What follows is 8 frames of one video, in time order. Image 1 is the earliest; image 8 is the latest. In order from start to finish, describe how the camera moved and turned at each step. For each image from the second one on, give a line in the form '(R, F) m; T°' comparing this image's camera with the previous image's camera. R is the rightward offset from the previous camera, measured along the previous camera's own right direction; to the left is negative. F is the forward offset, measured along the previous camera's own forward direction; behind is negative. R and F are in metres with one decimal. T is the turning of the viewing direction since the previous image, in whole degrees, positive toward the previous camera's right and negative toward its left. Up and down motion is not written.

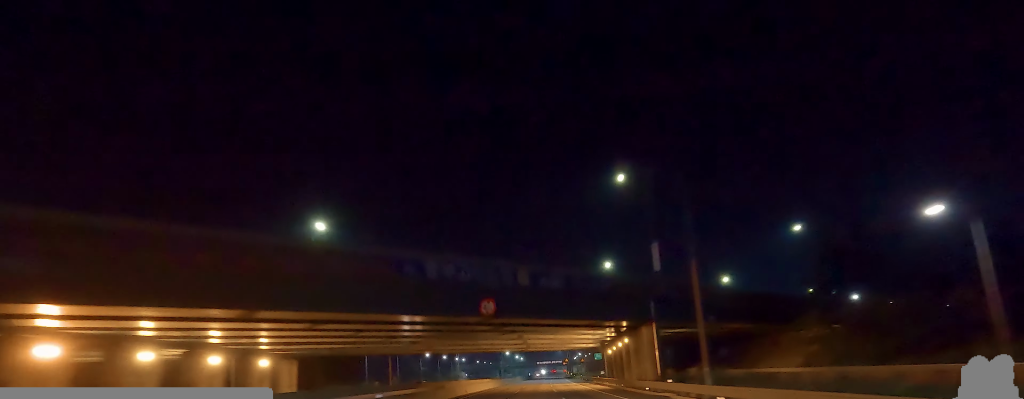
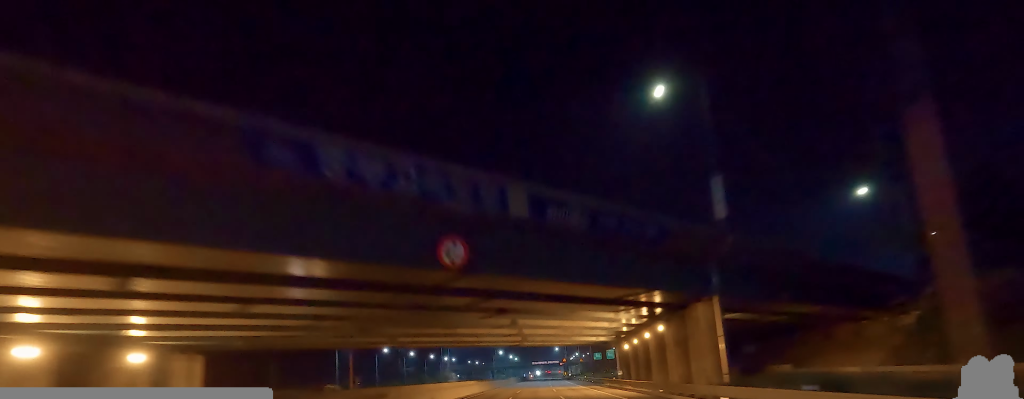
(-0.1, +16.2) m; 0°
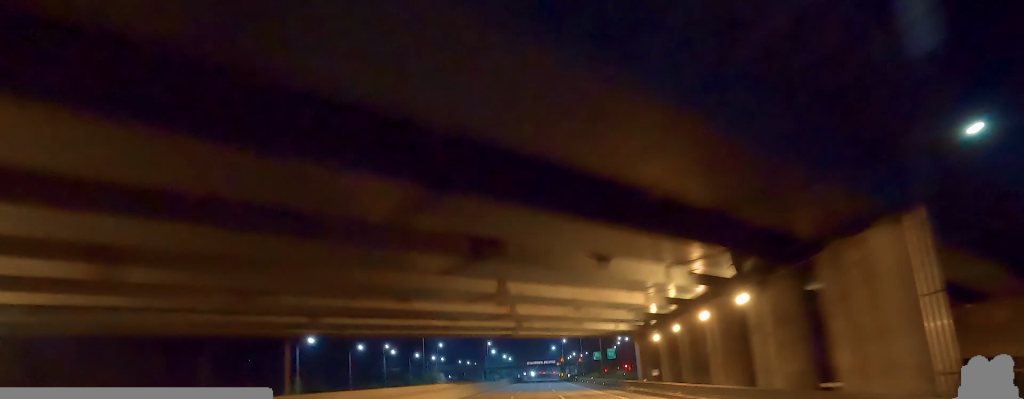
(-0.3, +16.3) m; 0°
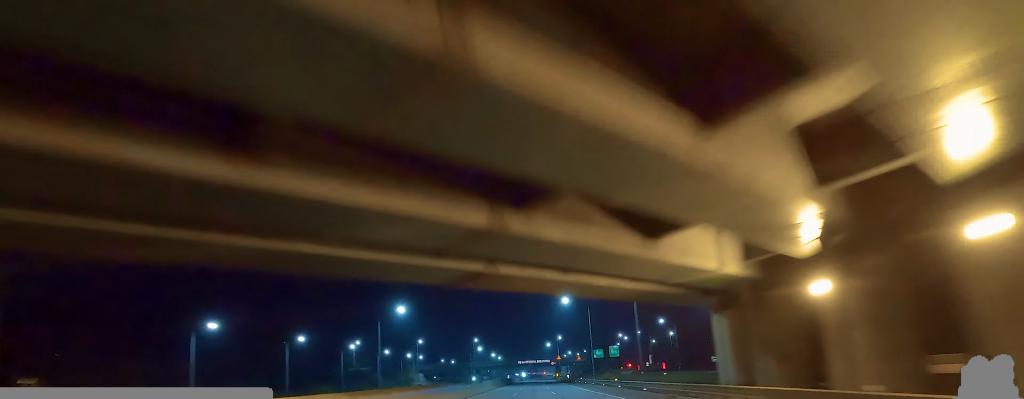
(+0.4, +27.0) m; +3°
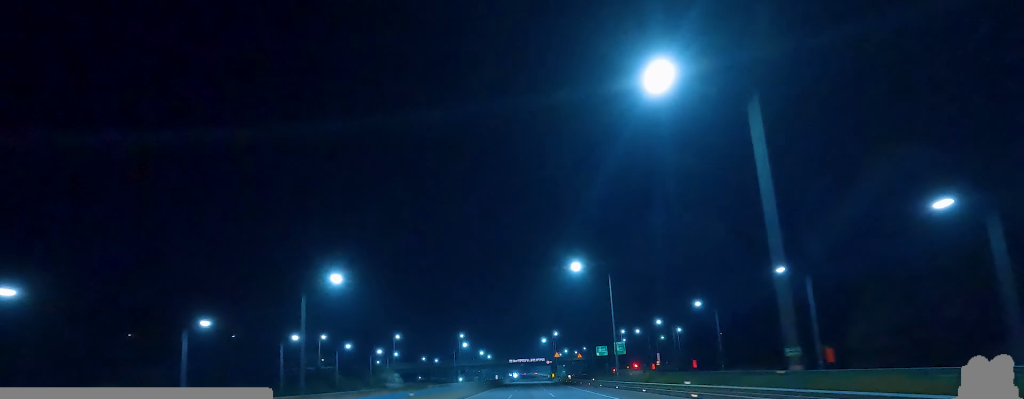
(+0.9, +25.2) m; +2°
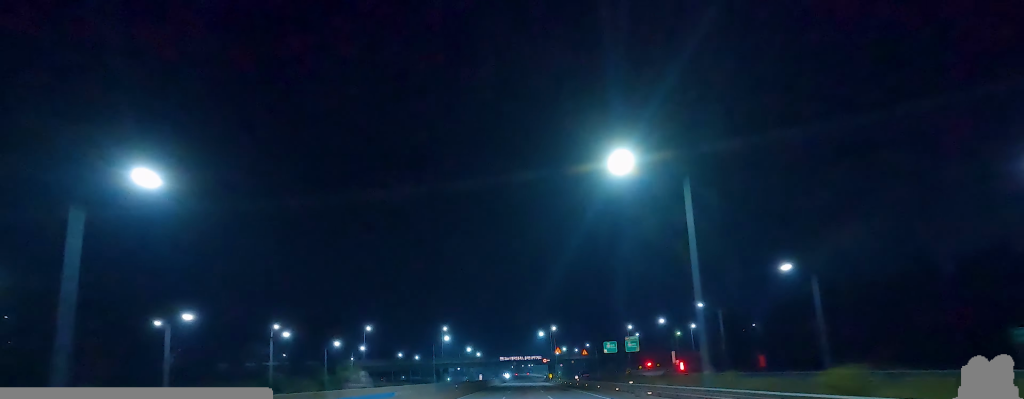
(+0.1, +27.4) m; 0°
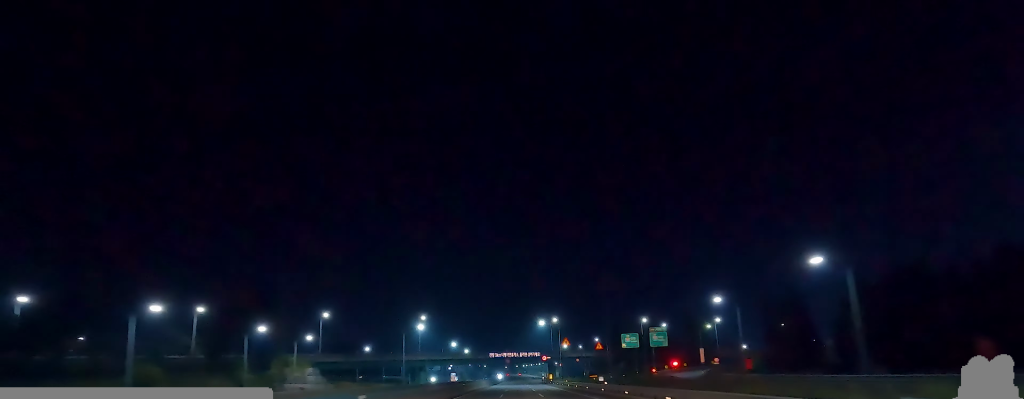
(+0.1, +30.3) m; +1°
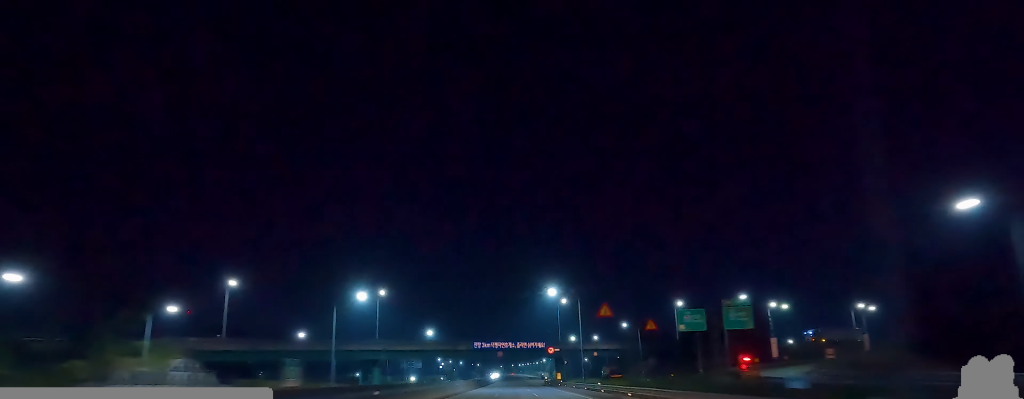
(+0.3, +39.0) m; 0°
